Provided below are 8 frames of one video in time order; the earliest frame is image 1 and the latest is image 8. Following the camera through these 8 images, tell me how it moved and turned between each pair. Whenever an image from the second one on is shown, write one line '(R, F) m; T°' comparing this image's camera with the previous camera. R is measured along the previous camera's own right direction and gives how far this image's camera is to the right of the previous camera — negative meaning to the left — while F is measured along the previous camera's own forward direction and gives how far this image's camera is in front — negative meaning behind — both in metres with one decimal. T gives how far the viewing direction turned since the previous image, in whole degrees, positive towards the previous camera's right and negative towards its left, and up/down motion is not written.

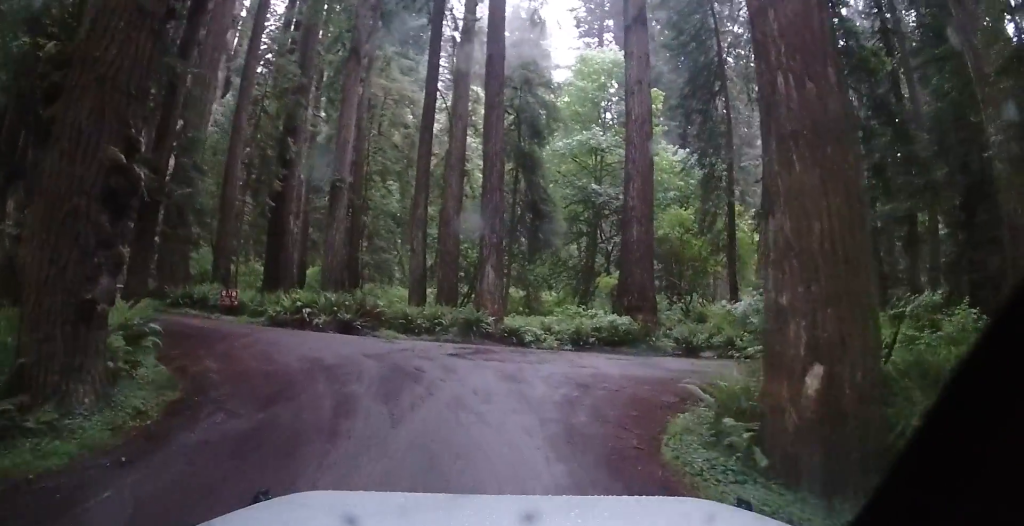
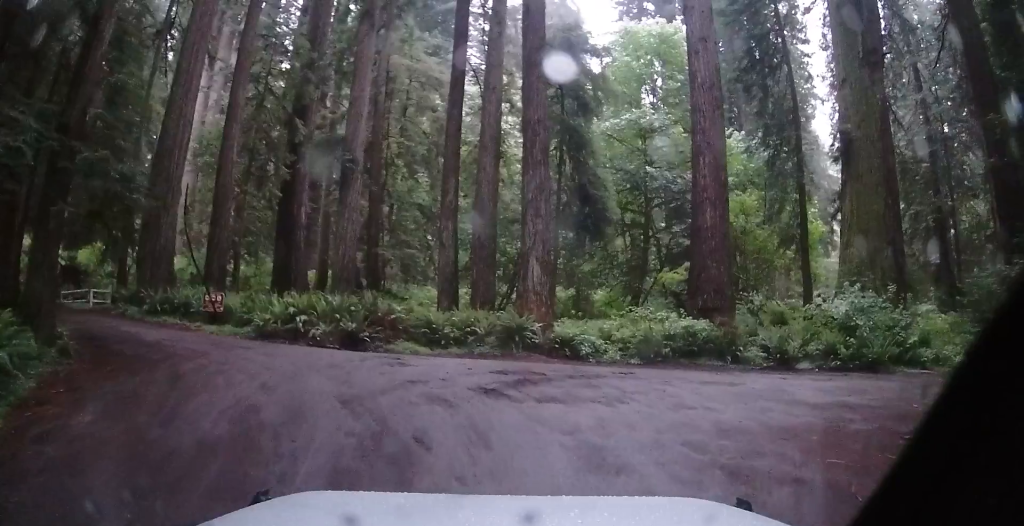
(+0.2, +7.8) m; -2°
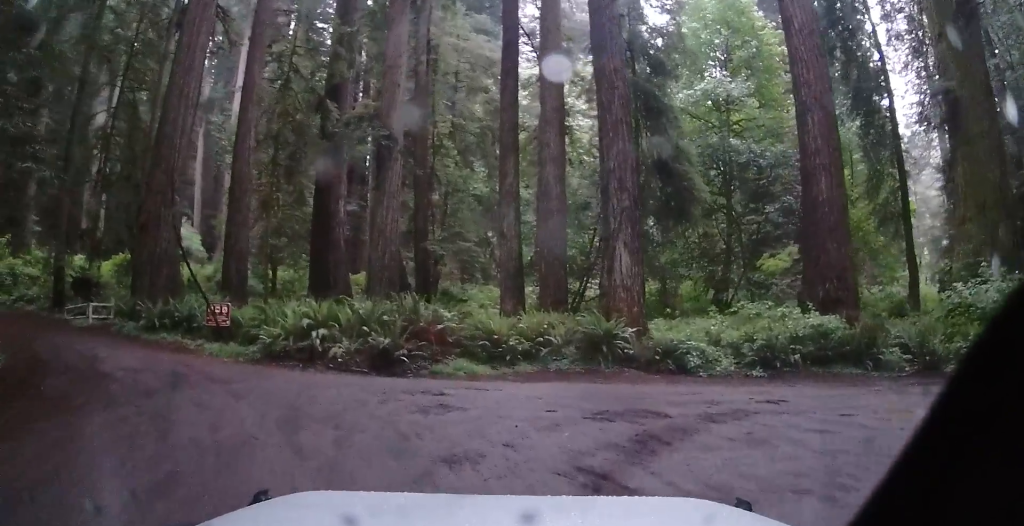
(-0.6, +6.9) m; -2°
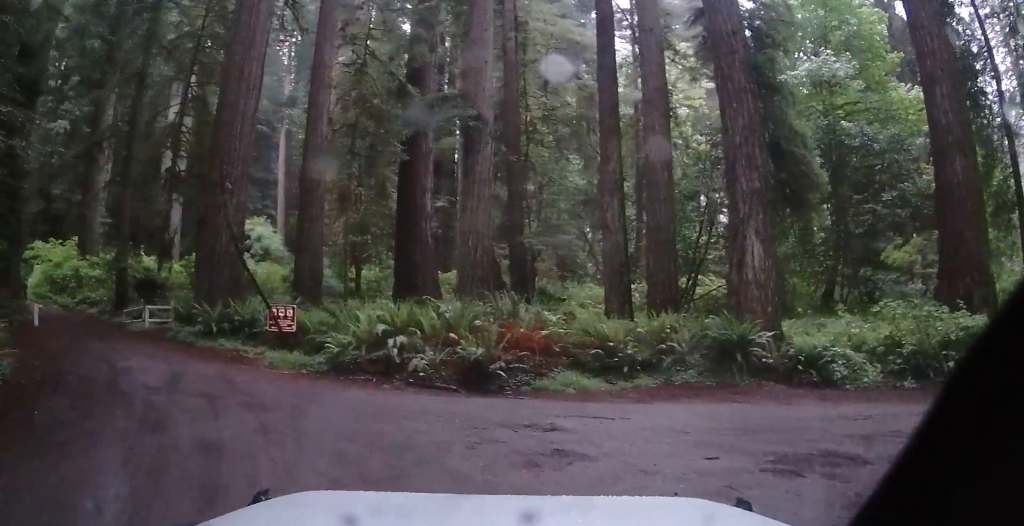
(+0.6, +3.8) m; -12°
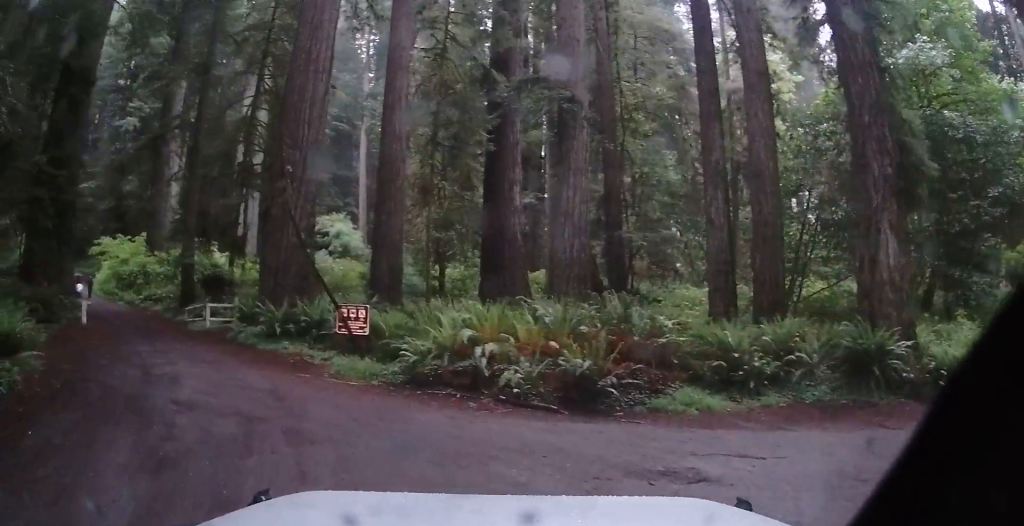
(-0.2, +2.5) m; -10°
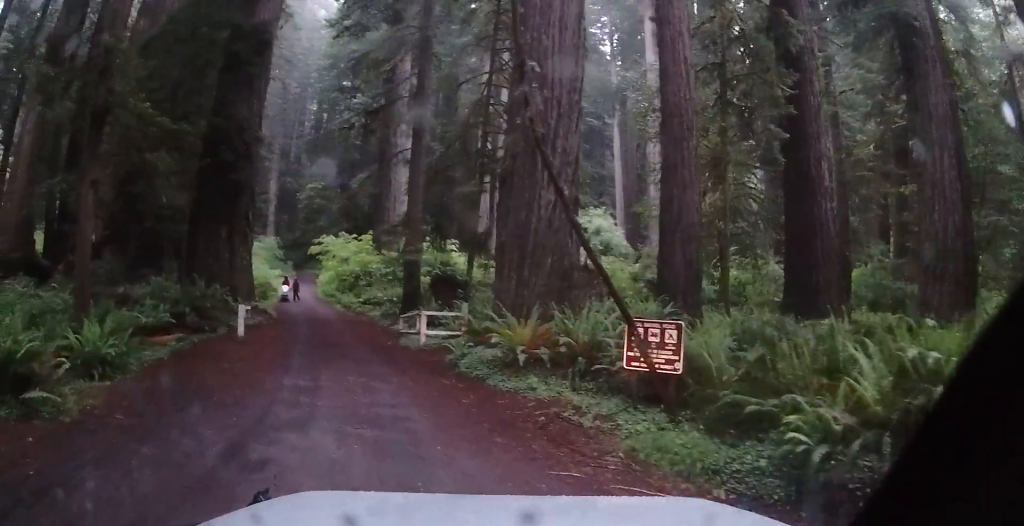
(-2.2, +7.8) m; -14°
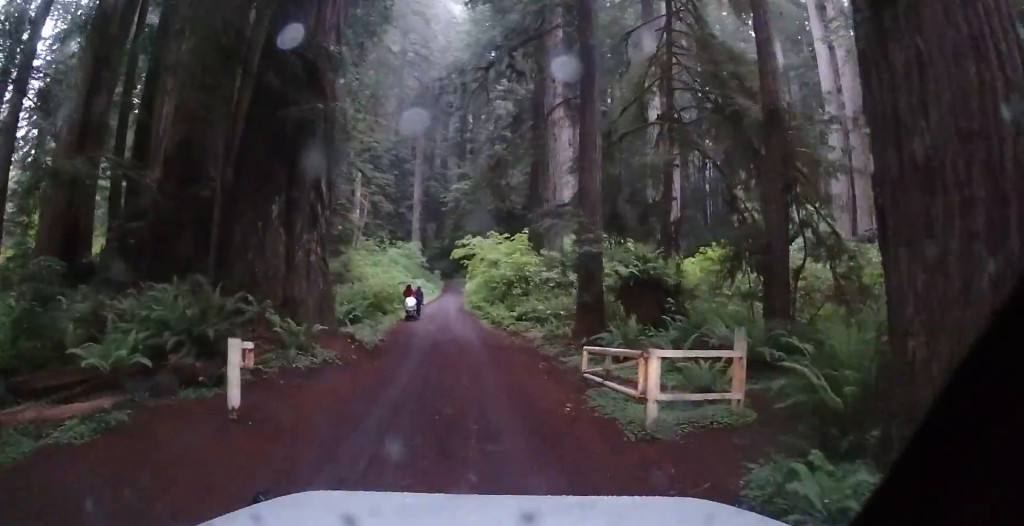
(+1.1, +10.9) m; +8°
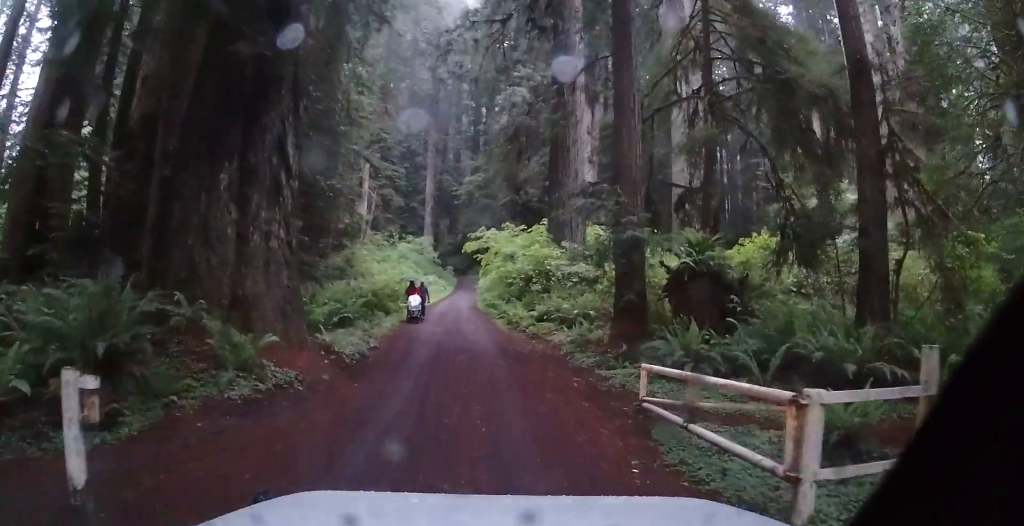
(-0.1, +4.3) m; -5°
